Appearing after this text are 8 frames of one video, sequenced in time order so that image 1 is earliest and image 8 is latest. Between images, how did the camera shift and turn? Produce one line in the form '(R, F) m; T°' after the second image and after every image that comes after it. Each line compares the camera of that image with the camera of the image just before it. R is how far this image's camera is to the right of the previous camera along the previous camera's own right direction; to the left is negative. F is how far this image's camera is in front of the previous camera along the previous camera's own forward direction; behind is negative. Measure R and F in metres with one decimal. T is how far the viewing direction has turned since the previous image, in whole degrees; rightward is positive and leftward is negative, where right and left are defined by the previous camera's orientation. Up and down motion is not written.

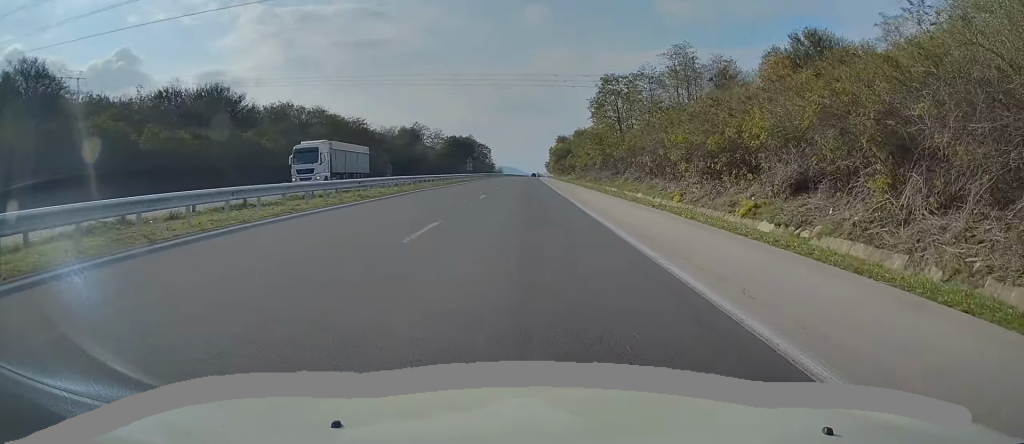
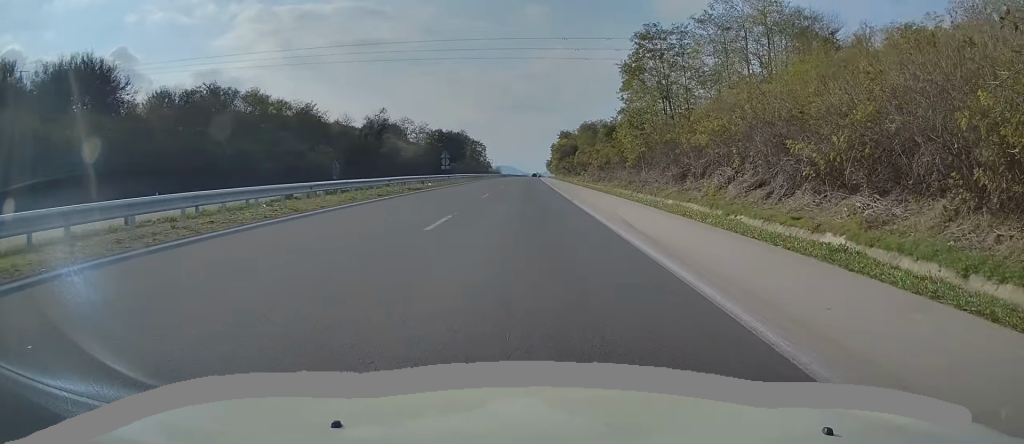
(0.0, +30.2) m; 0°
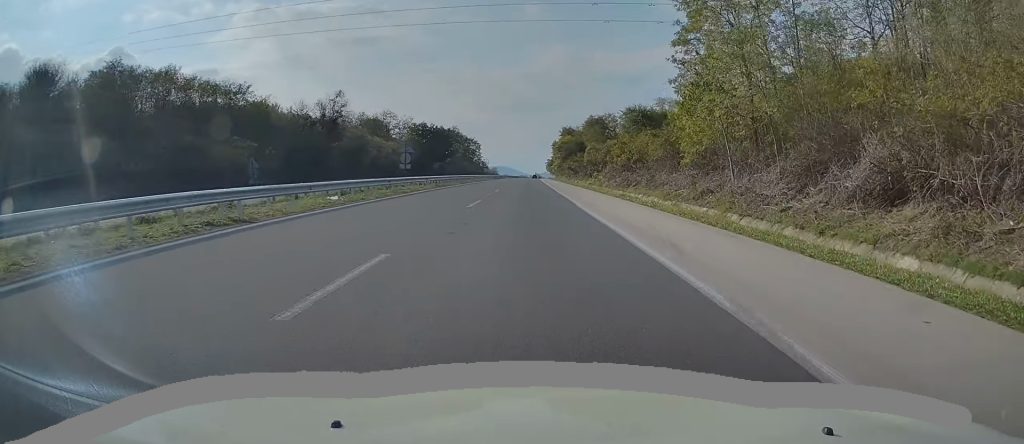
(-0.1, +24.2) m; +1°
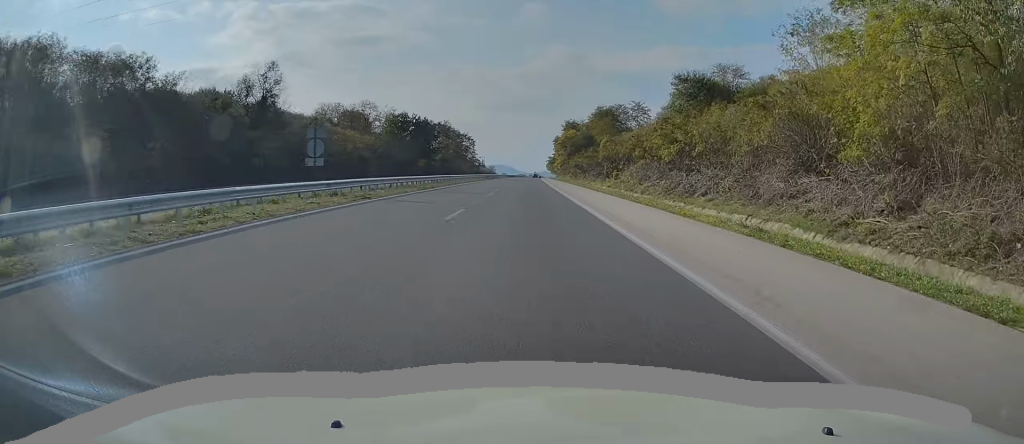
(+0.3, +22.1) m; 0°
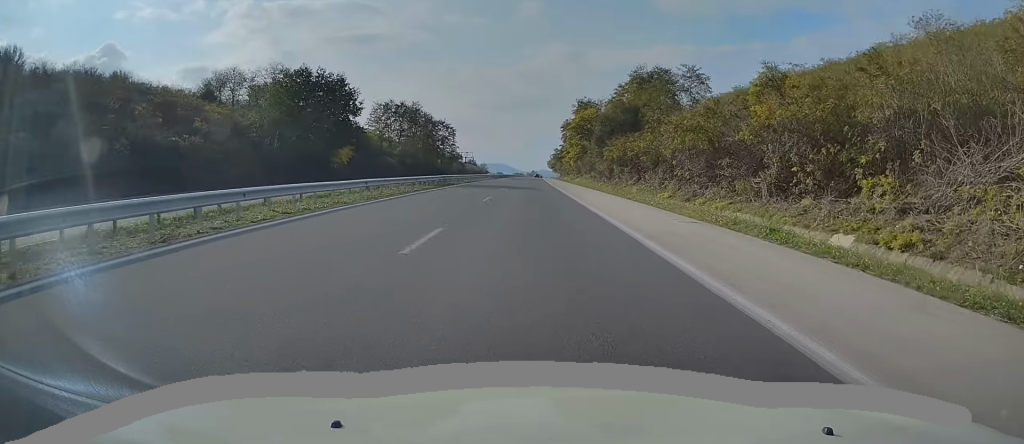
(-0.7, +55.1) m; -1°
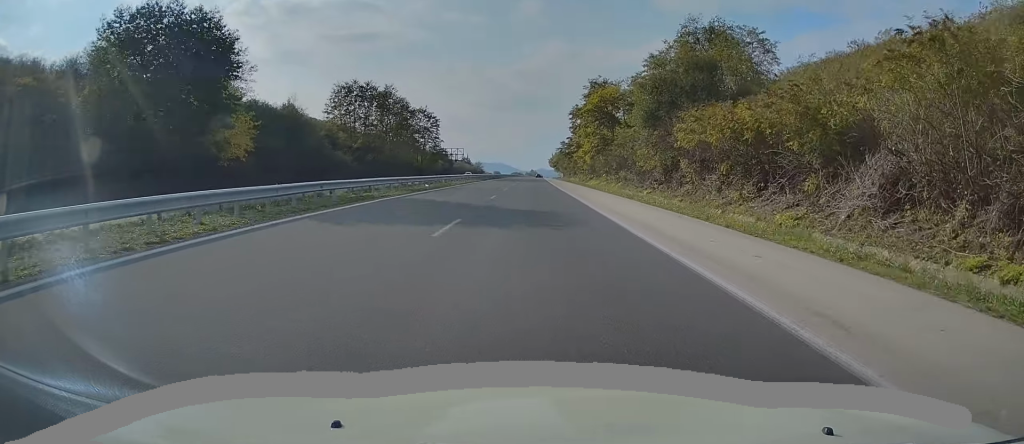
(0.0, +30.1) m; +1°
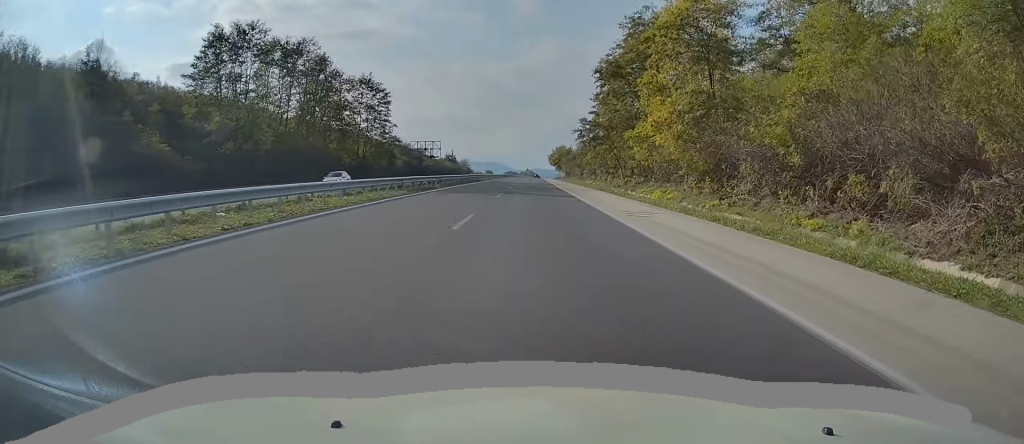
(+0.6, +47.2) m; +1°
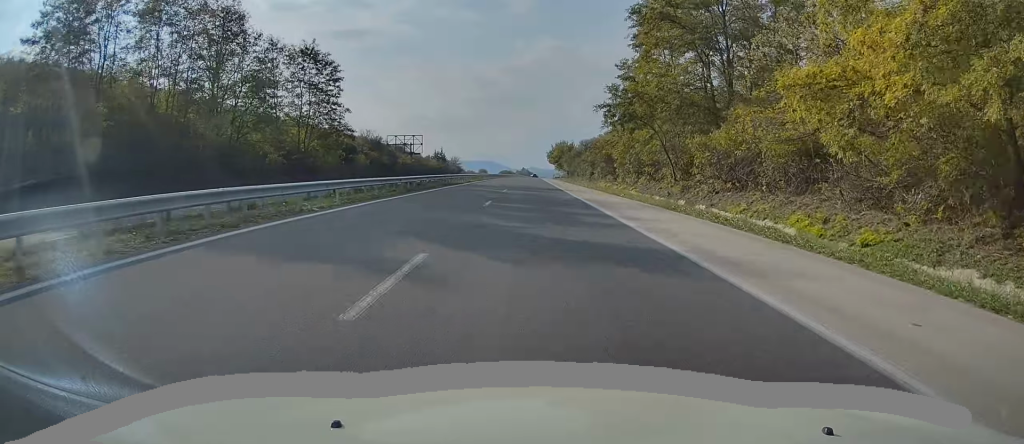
(+0.1, +24.1) m; -1°
